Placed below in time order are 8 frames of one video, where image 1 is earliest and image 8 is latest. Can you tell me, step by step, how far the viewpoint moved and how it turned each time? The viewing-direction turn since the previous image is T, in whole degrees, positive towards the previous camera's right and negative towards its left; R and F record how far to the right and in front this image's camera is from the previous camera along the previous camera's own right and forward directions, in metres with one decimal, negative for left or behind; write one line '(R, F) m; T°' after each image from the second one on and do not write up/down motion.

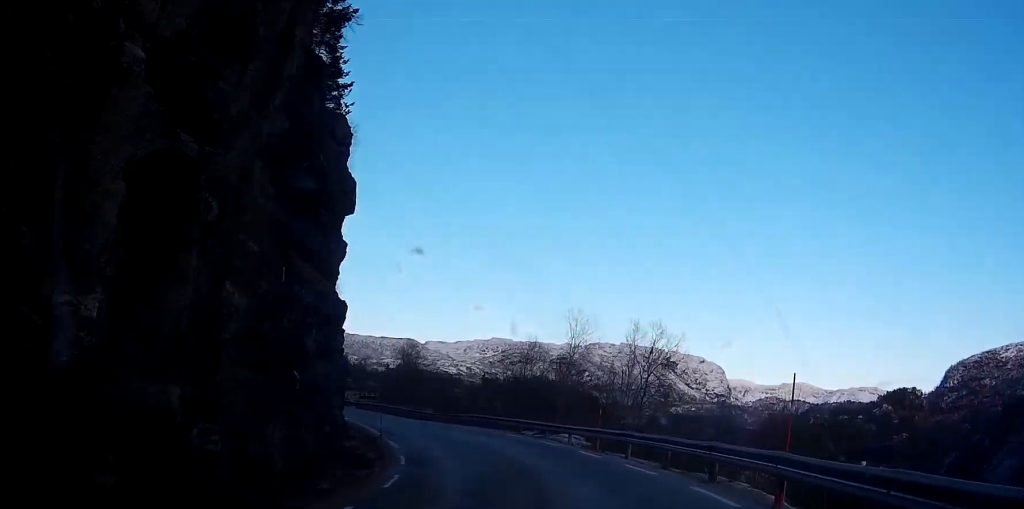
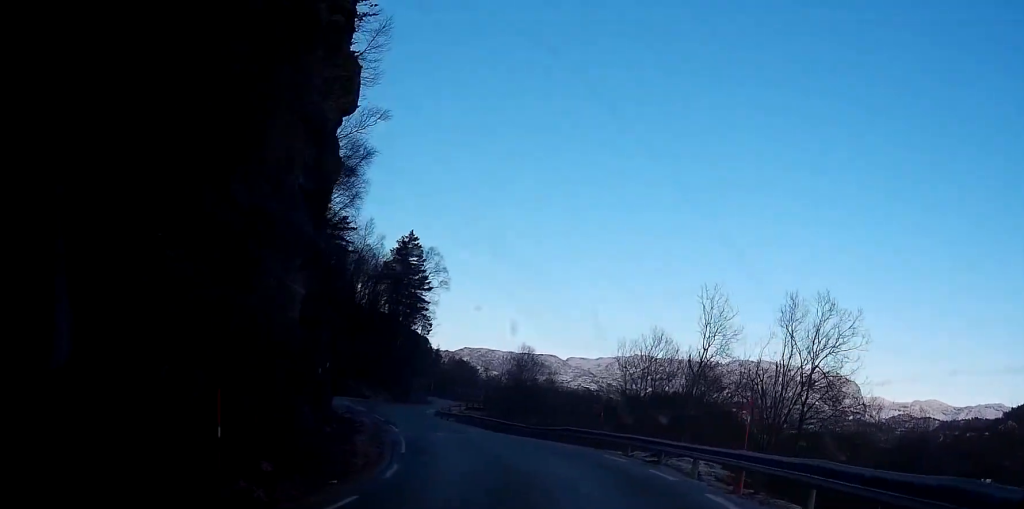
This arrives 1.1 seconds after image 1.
(-0.9, +12.8) m; -9°
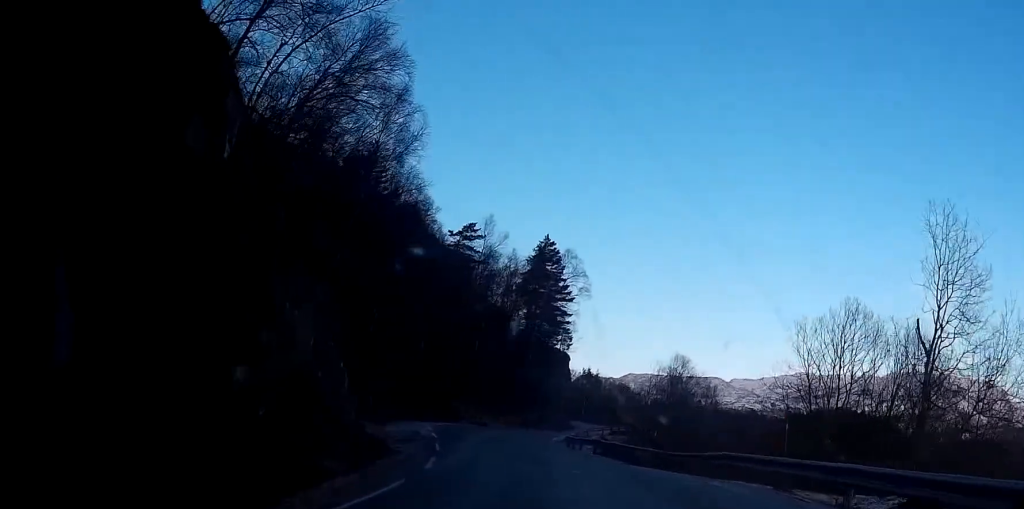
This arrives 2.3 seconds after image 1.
(-1.3, +14.6) m; -8°
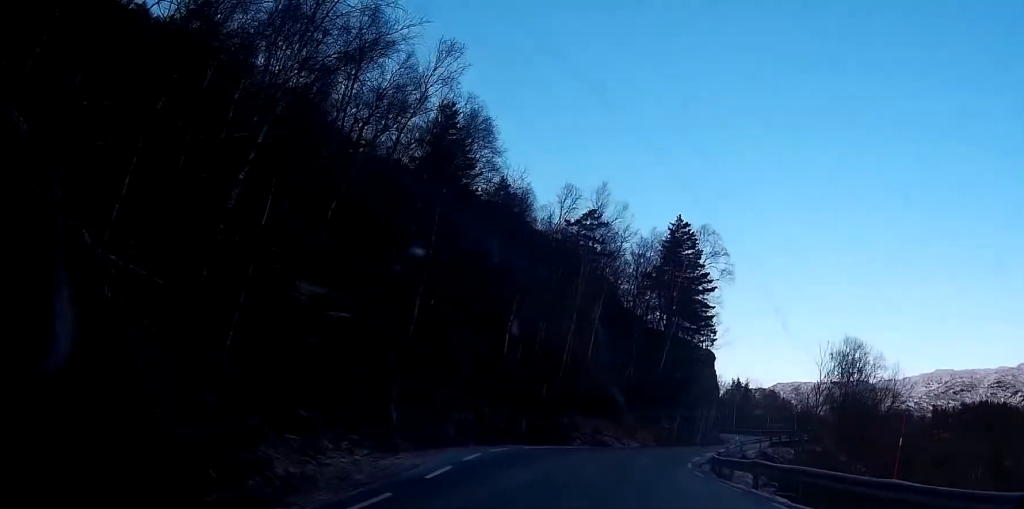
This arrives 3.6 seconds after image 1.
(-0.9, +17.0) m; -7°
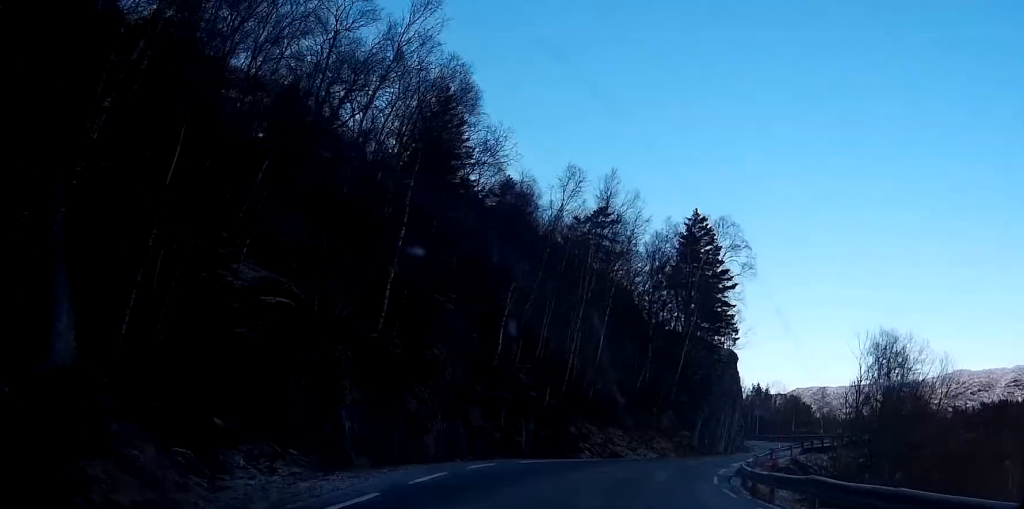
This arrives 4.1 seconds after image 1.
(-0.2, +5.8) m; -2°
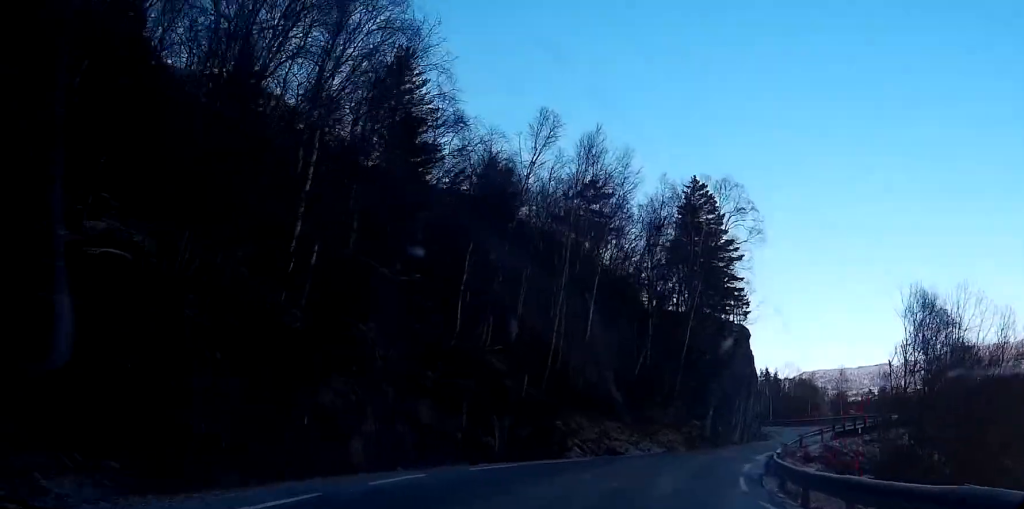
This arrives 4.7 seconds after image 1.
(-0.2, +7.8) m; -2°
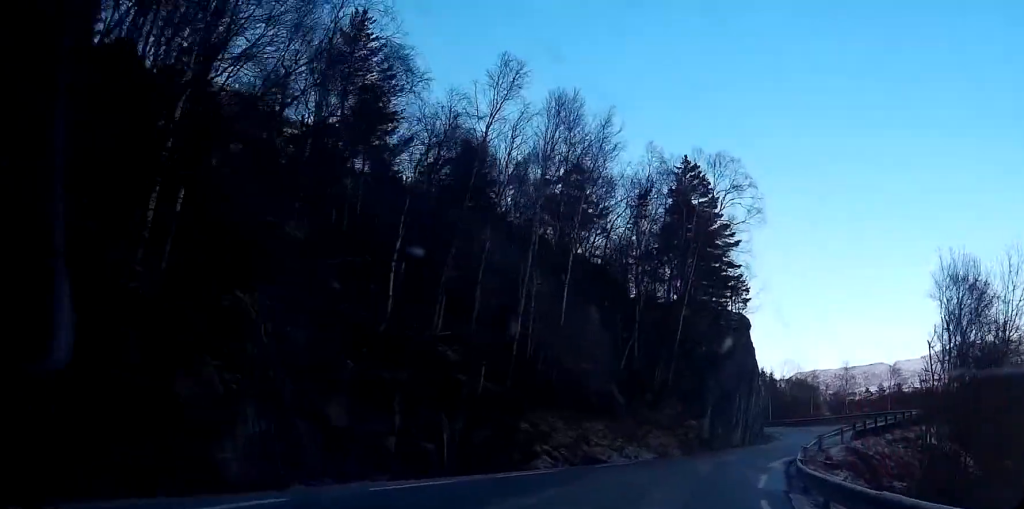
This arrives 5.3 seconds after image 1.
(-0.1, +6.4) m; +1°
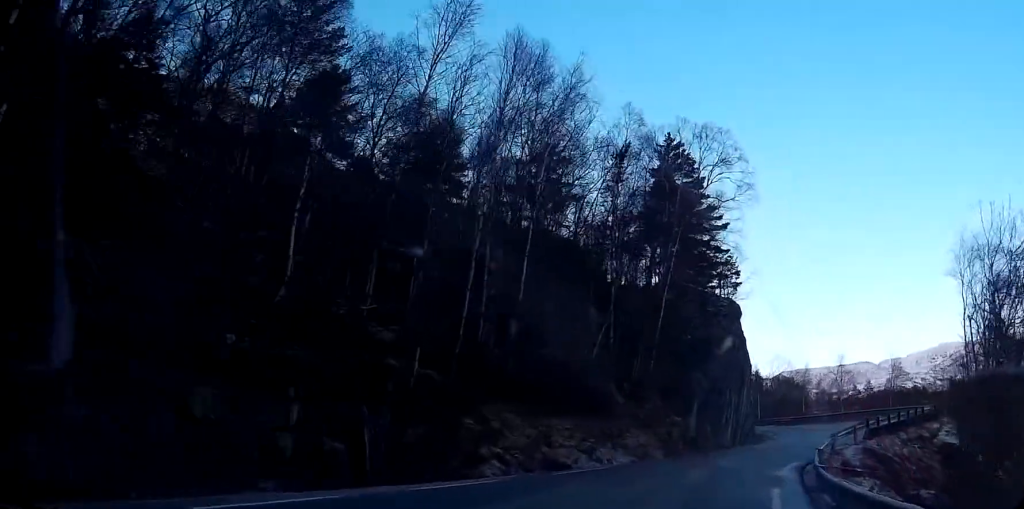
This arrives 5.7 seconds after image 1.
(-0.2, +5.6) m; +1°
